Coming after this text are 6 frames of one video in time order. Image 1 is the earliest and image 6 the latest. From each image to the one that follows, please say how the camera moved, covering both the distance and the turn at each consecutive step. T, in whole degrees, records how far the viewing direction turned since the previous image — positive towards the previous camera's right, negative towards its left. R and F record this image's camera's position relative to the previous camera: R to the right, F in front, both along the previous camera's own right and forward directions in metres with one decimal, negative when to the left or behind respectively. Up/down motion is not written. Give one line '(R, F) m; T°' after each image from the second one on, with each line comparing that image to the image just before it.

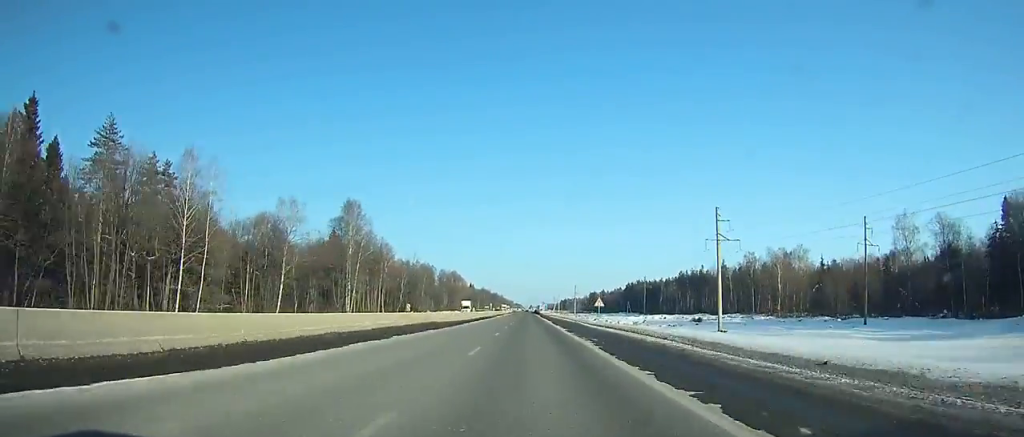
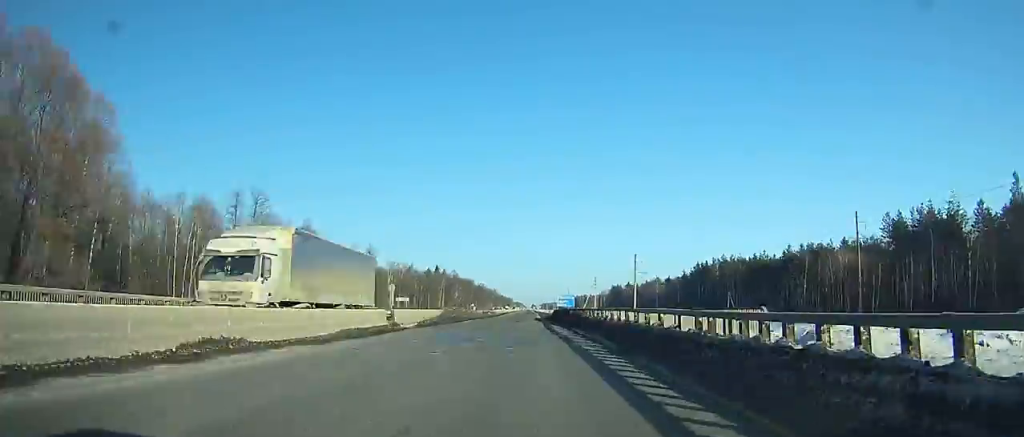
(-0.2, +200.9) m; 0°
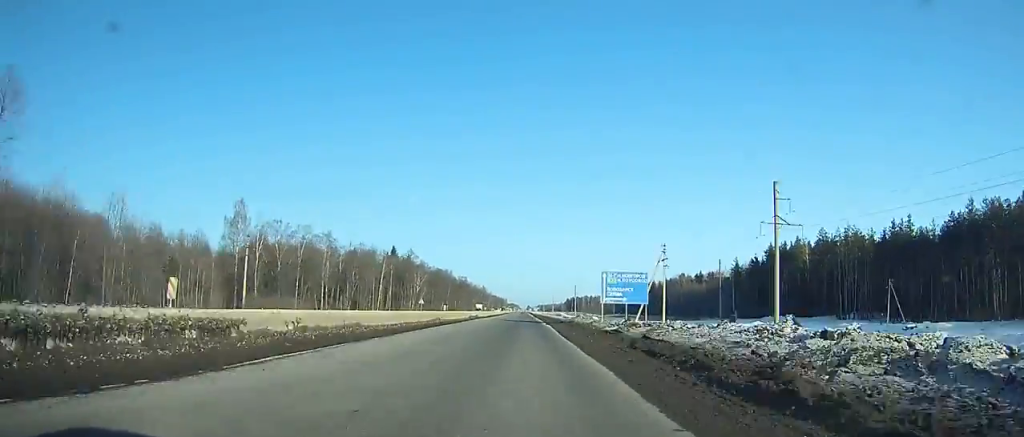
(+0.2, +101.4) m; 0°
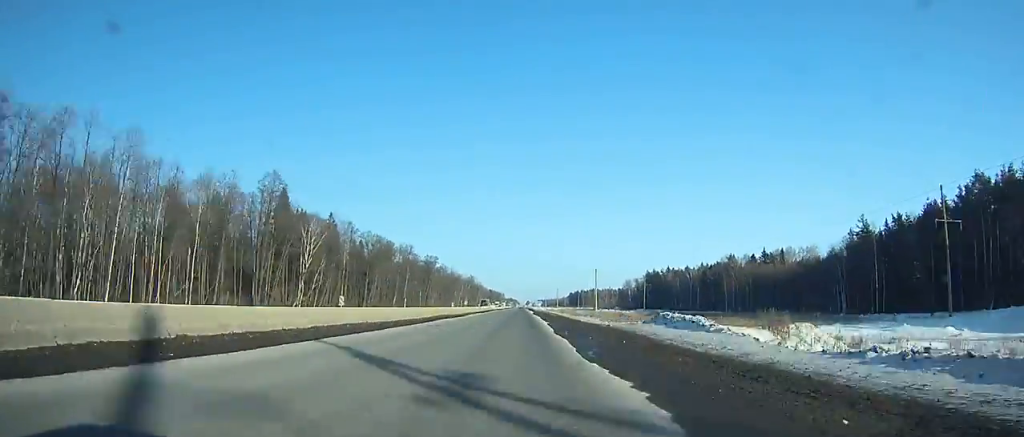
(0.0, +106.5) m; 0°
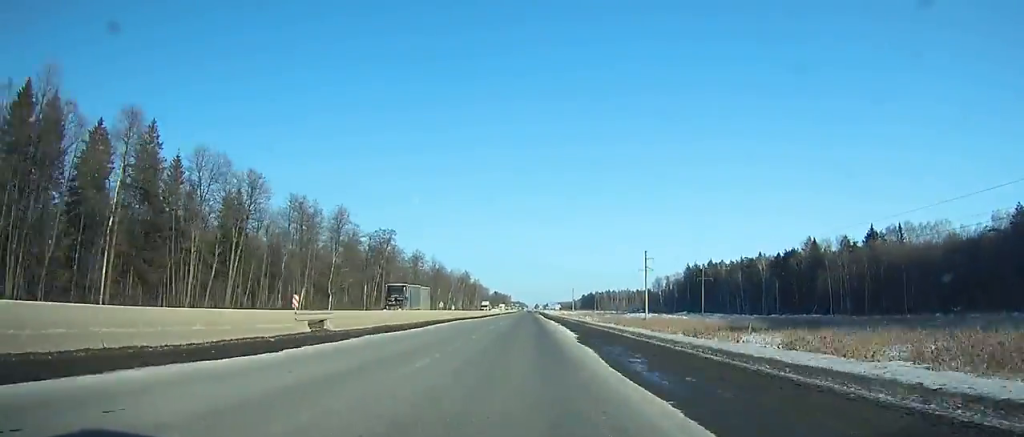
(-0.3, +84.7) m; 0°
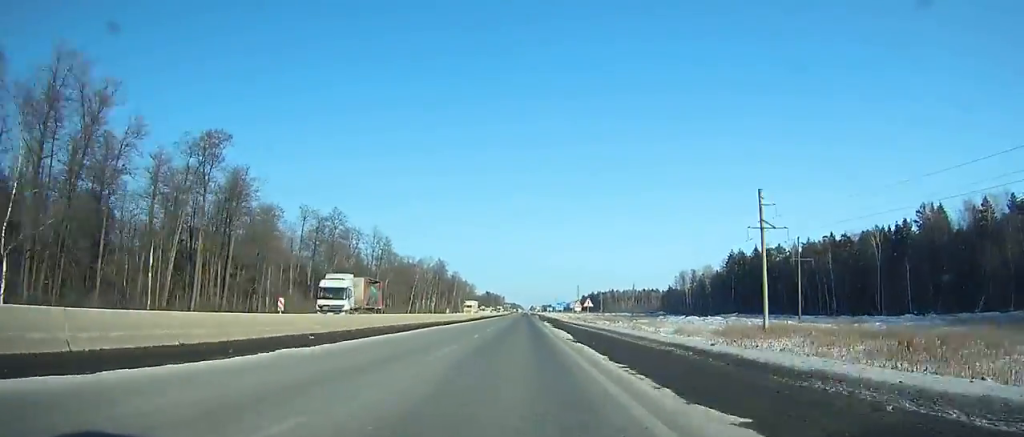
(+0.1, +79.3) m; 0°
